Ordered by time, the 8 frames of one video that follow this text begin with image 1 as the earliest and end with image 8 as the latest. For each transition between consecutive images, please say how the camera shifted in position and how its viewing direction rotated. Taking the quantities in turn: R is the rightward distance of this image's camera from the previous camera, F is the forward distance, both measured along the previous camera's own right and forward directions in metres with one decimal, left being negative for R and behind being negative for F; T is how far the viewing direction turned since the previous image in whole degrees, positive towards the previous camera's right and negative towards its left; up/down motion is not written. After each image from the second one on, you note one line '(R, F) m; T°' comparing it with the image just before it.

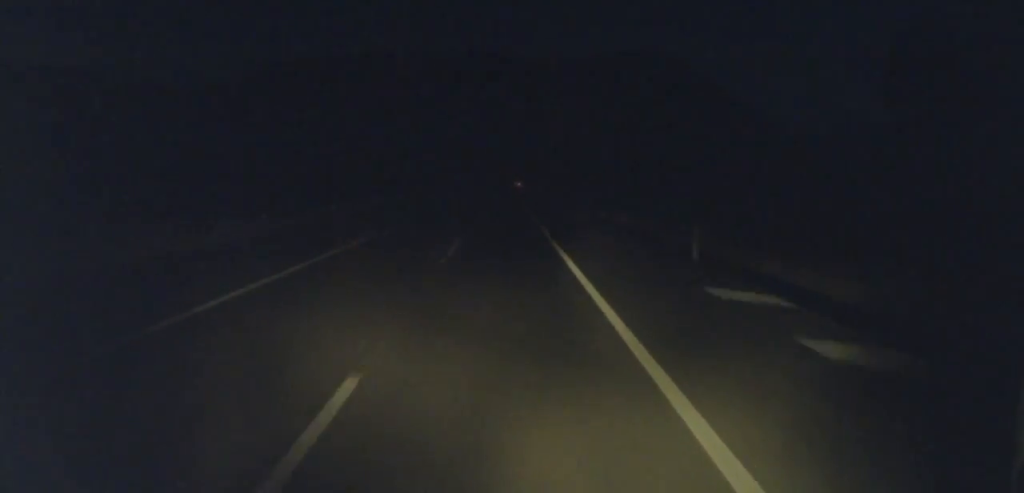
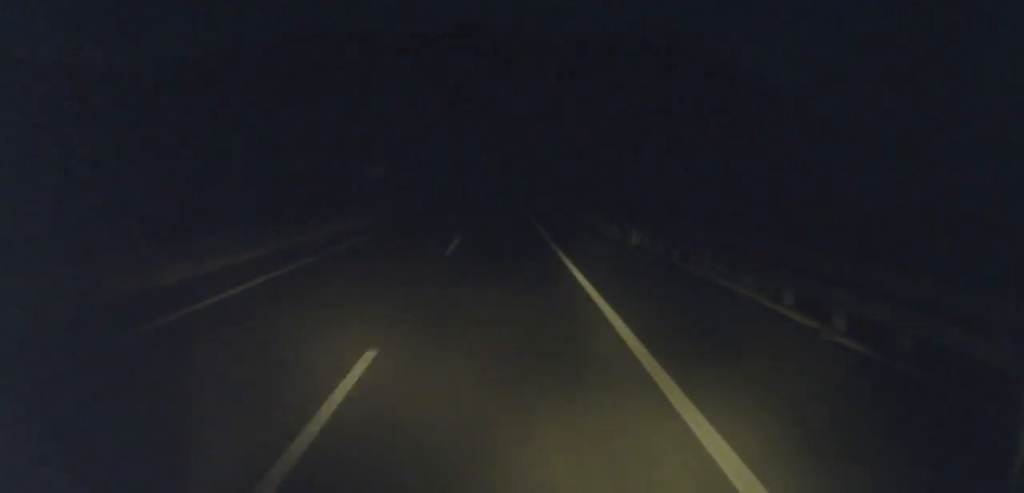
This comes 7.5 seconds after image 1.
(+1.4, +182.5) m; +1°
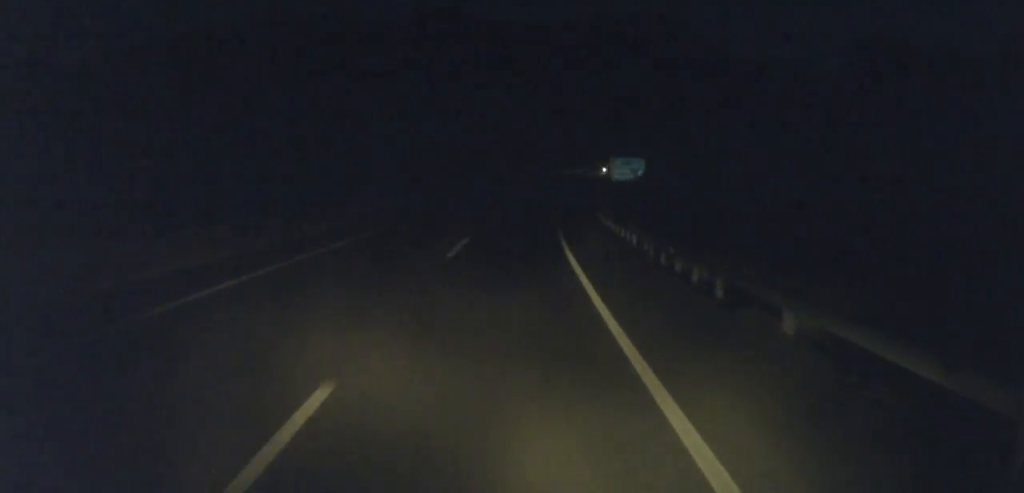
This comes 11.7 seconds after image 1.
(+1.1, +104.1) m; +2°
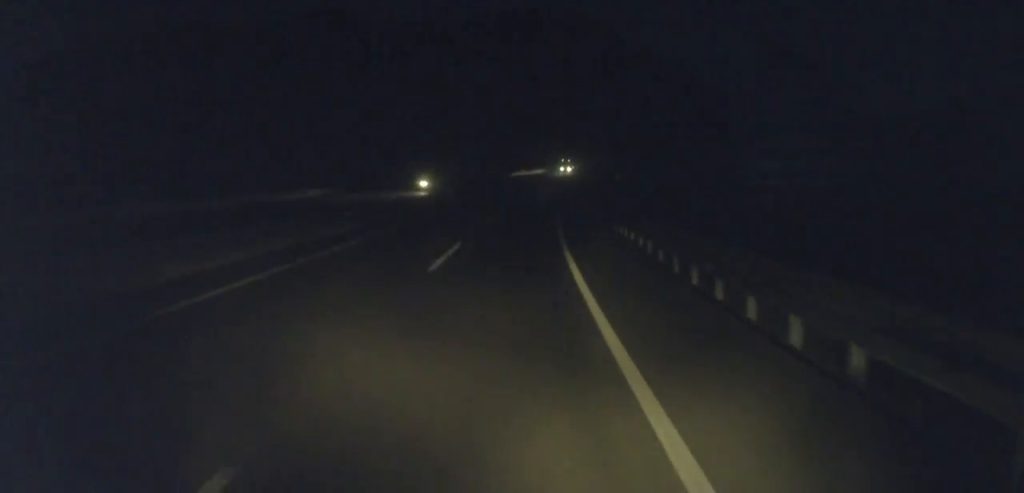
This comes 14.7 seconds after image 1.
(+1.4, +70.3) m; +4°
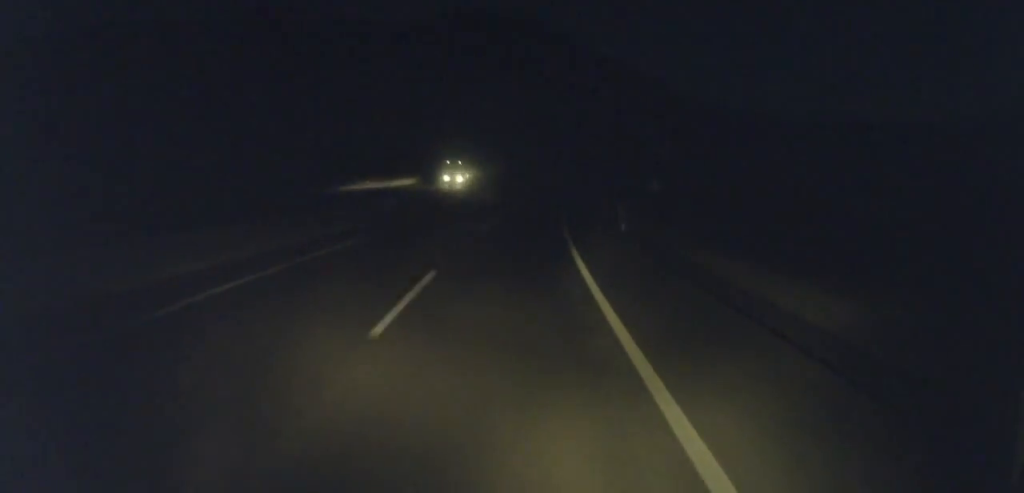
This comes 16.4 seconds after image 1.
(-0.3, +40.8) m; +3°
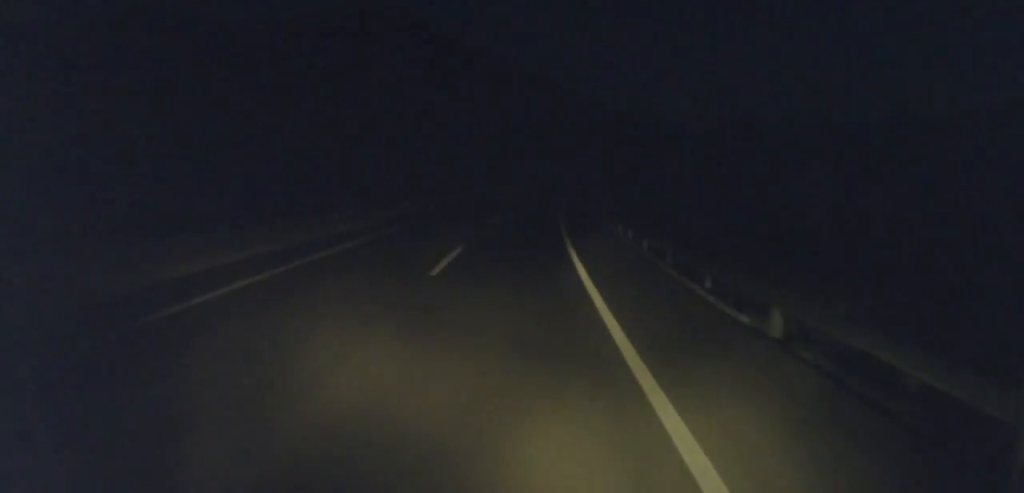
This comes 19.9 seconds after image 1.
(+5.5, +78.4) m; +8°
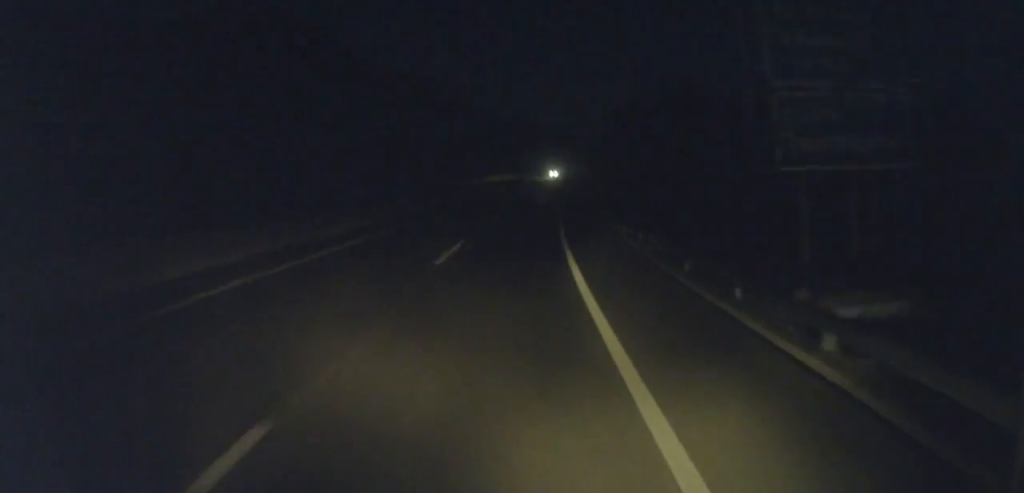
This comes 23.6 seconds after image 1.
(+6.9, +81.0) m; +10°
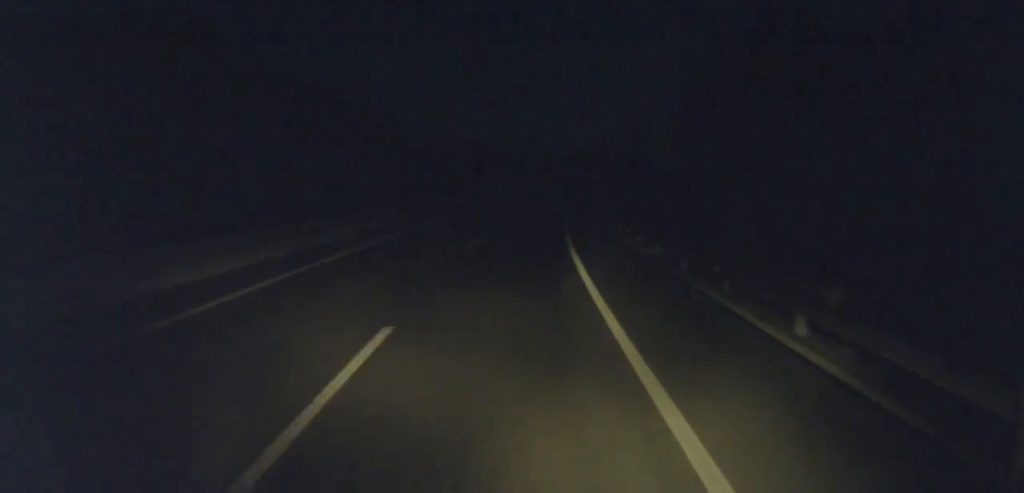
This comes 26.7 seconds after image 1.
(+4.8, +64.8) m; +10°
